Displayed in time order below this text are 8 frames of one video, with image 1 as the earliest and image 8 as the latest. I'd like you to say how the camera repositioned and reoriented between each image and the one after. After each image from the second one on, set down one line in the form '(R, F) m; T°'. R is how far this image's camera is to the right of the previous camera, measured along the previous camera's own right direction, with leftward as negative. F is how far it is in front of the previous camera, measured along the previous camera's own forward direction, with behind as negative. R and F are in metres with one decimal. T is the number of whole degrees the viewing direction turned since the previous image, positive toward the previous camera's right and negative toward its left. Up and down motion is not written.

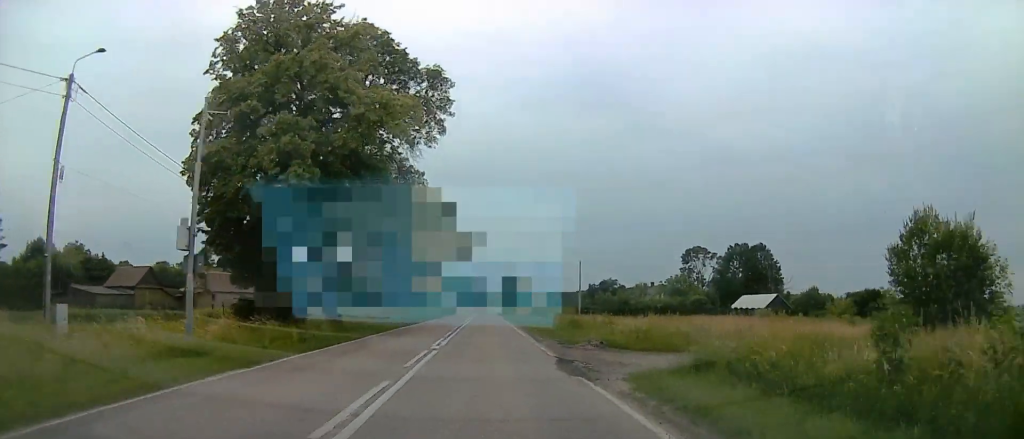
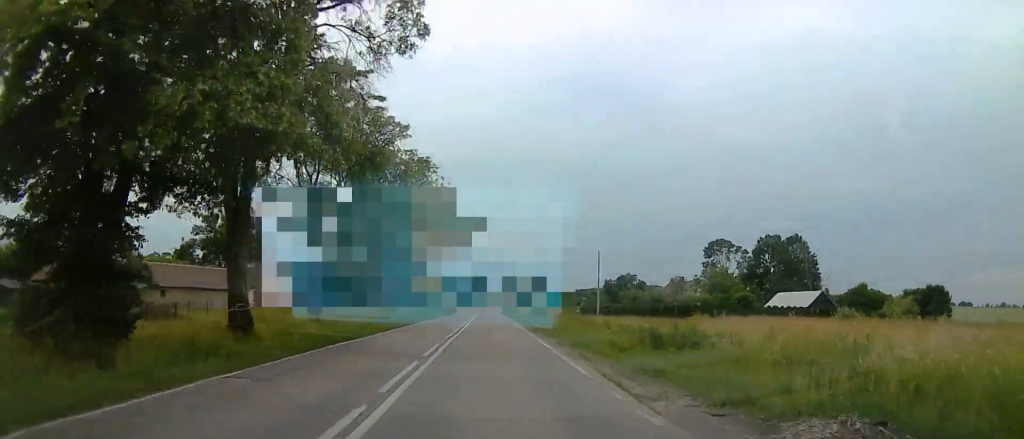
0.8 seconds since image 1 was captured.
(+0.5, +15.2) m; +1°
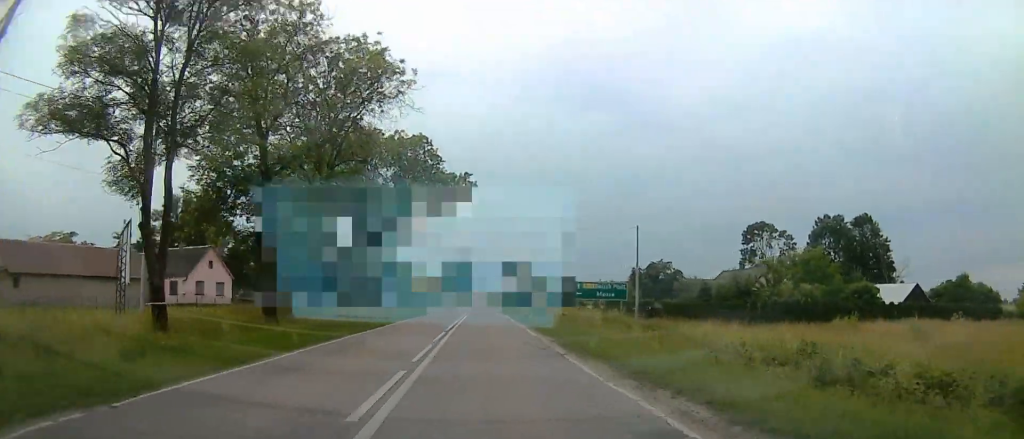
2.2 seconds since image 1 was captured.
(-0.6, +25.8) m; -1°
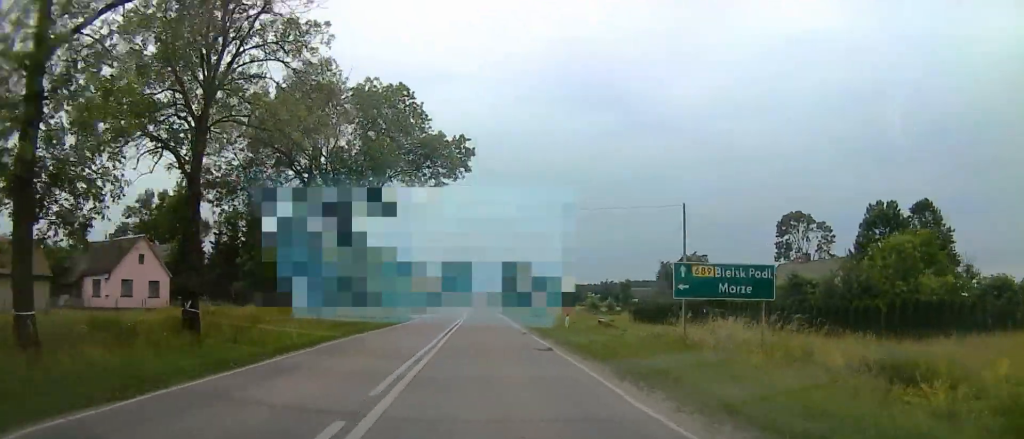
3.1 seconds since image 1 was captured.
(0.0, +15.9) m; 0°
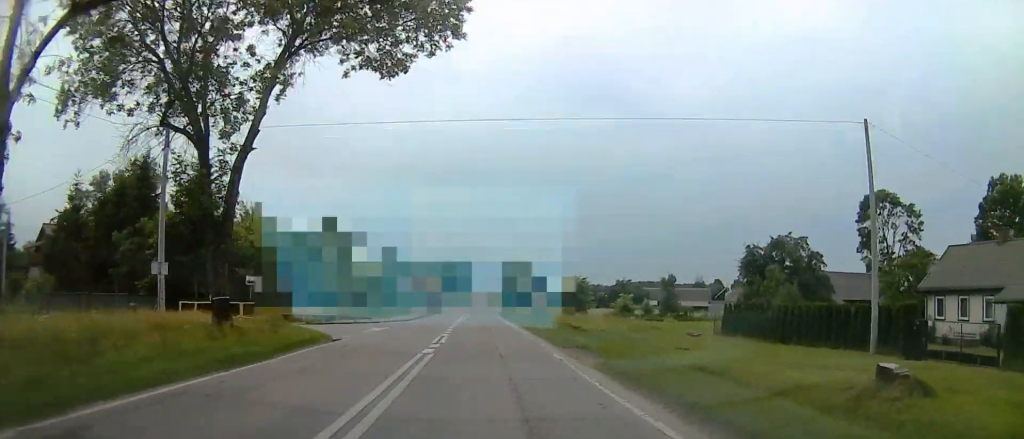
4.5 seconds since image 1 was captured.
(0.0, +25.6) m; 0°
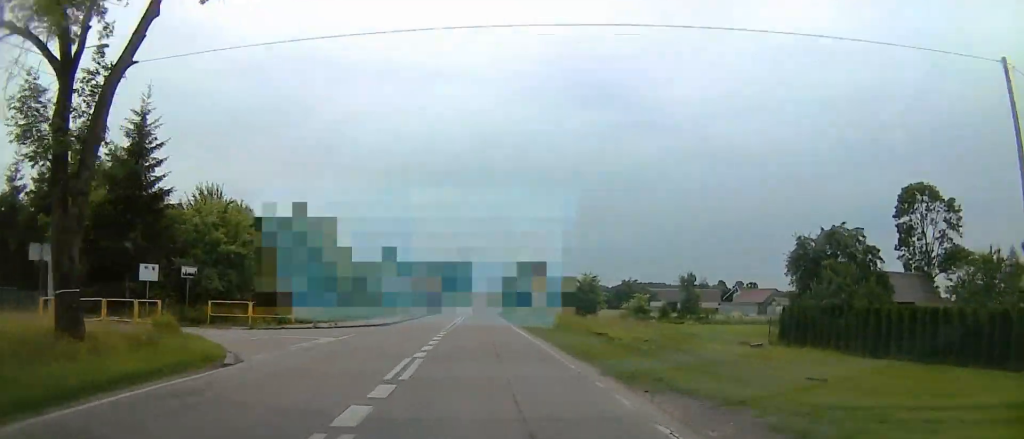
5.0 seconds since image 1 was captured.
(0.0, +9.1) m; 0°
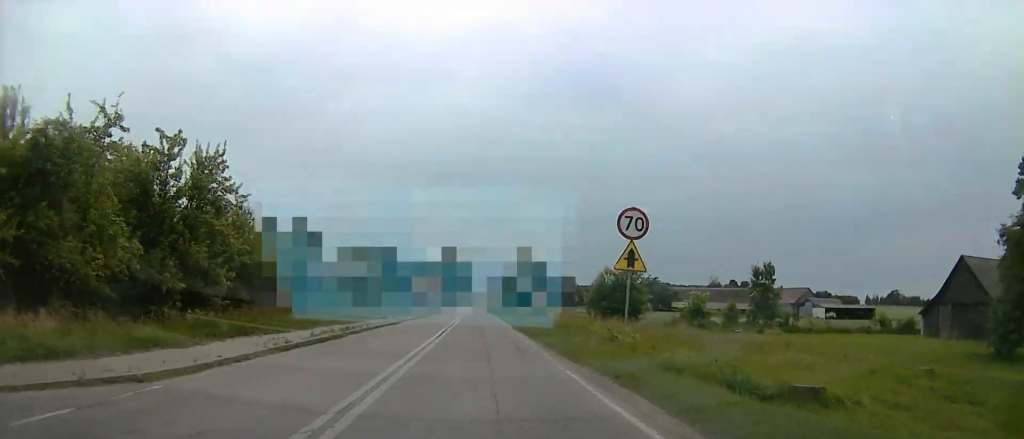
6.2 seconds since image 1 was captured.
(0.0, +22.5) m; 0°
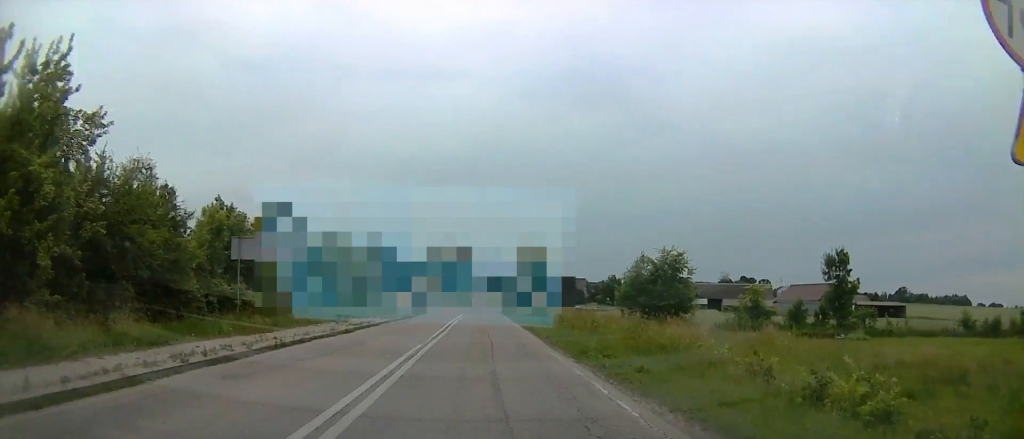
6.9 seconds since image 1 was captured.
(0.0, +12.9) m; 0°
